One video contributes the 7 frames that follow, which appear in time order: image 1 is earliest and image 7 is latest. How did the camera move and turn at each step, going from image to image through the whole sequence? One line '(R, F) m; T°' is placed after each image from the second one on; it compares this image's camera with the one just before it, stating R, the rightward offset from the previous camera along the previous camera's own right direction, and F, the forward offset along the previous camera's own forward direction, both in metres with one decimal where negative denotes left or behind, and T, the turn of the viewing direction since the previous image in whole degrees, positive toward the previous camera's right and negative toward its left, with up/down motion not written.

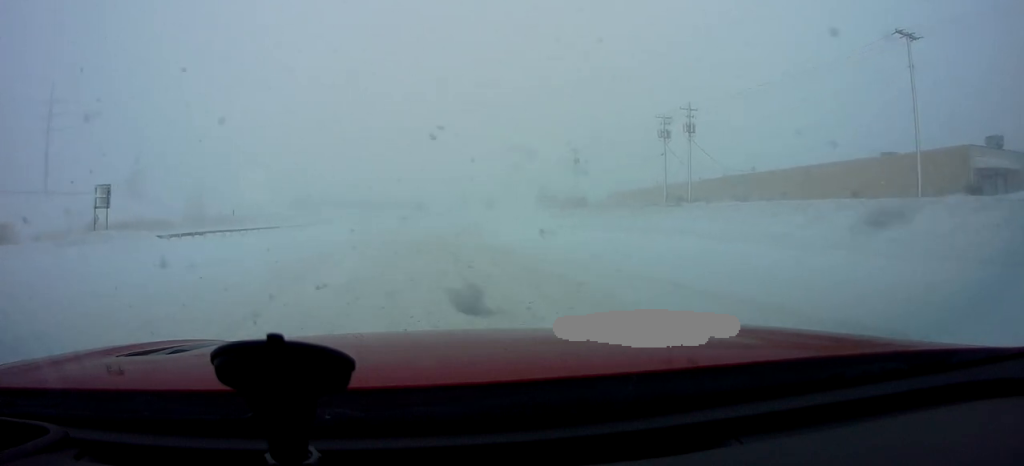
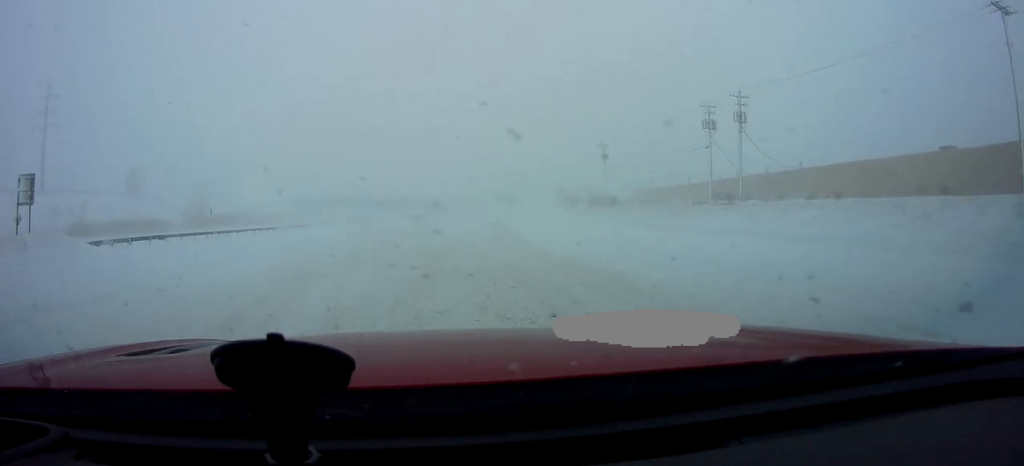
(0.0, +9.2) m; 0°
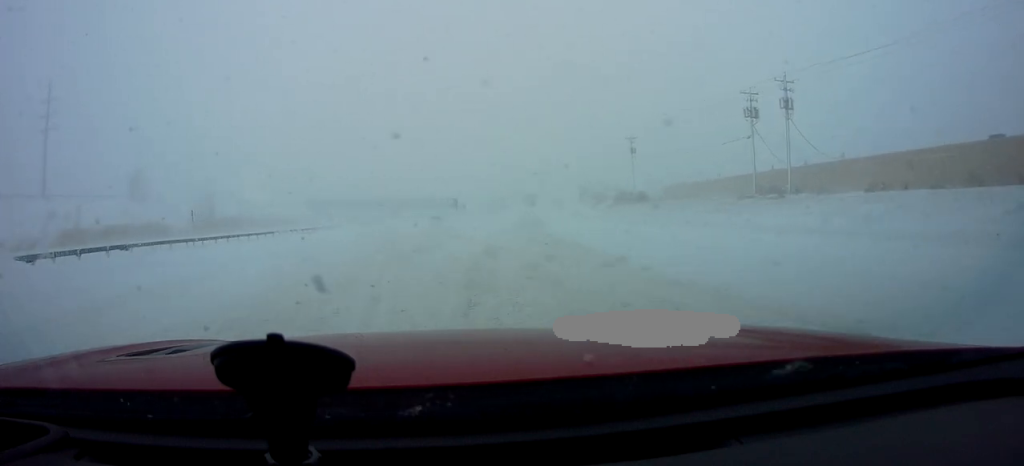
(0.0, +6.6) m; 0°
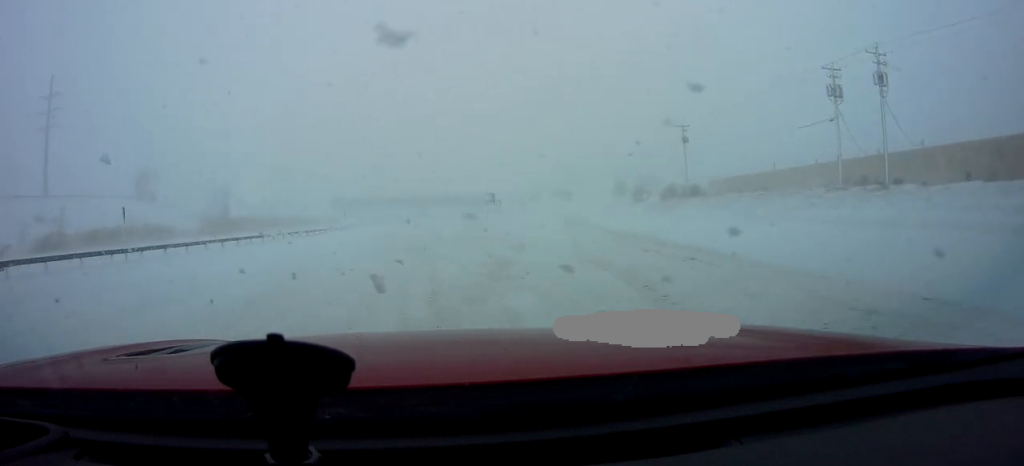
(0.0, +10.9) m; 0°
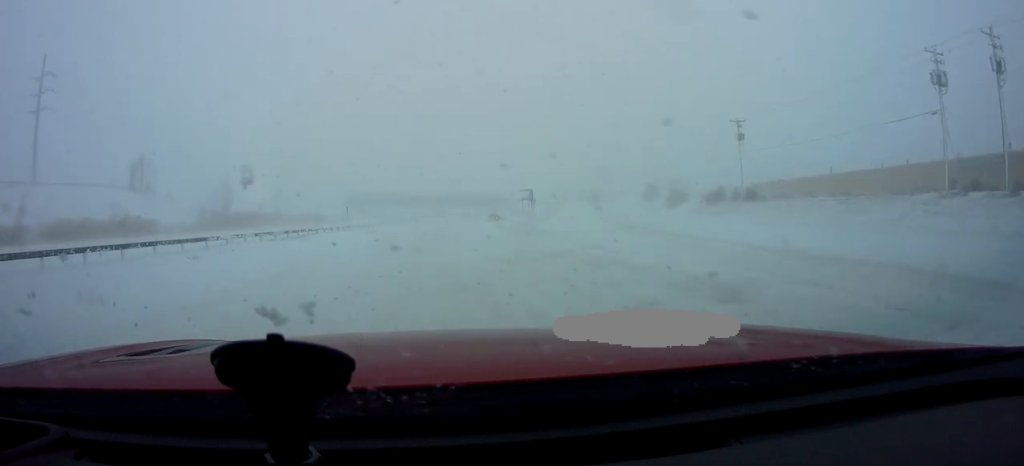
(-0.3, +12.2) m; -5°
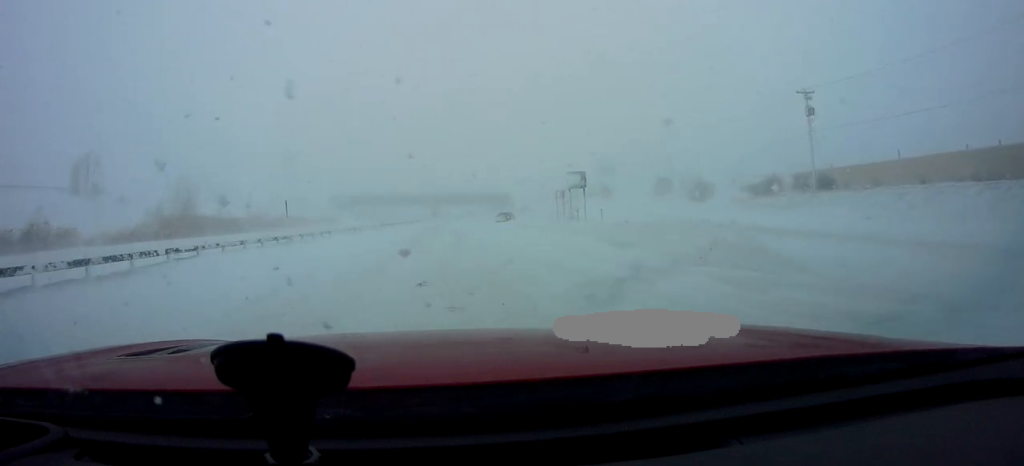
(-0.7, +19.2) m; +1°
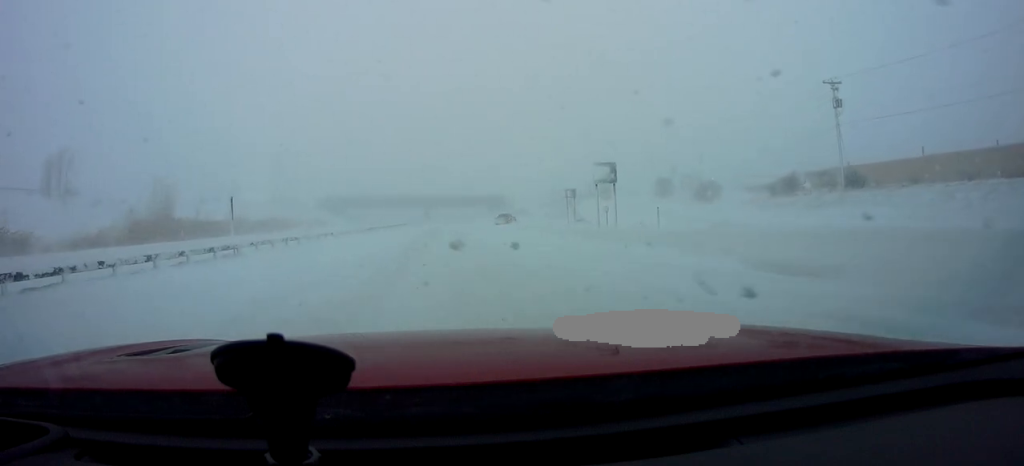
(+0.3, +6.7) m; -1°
